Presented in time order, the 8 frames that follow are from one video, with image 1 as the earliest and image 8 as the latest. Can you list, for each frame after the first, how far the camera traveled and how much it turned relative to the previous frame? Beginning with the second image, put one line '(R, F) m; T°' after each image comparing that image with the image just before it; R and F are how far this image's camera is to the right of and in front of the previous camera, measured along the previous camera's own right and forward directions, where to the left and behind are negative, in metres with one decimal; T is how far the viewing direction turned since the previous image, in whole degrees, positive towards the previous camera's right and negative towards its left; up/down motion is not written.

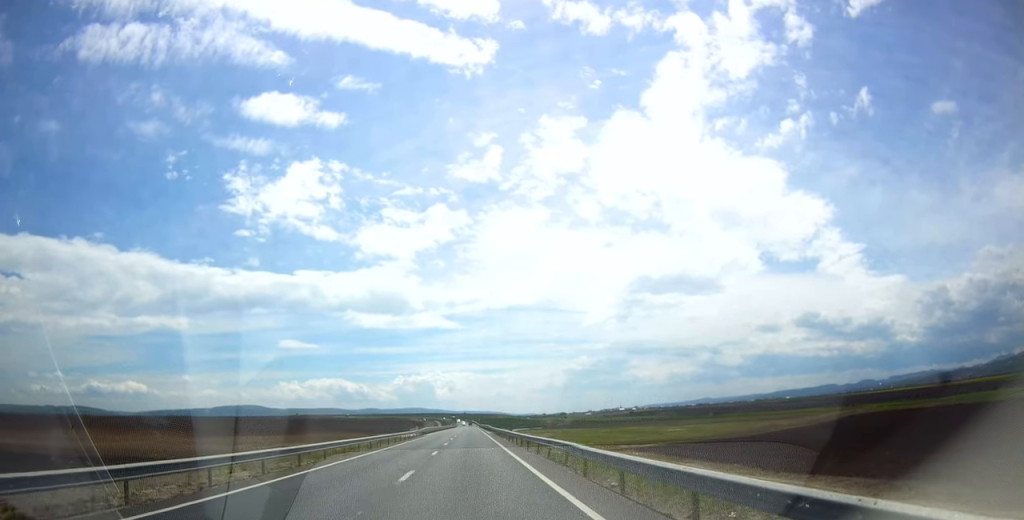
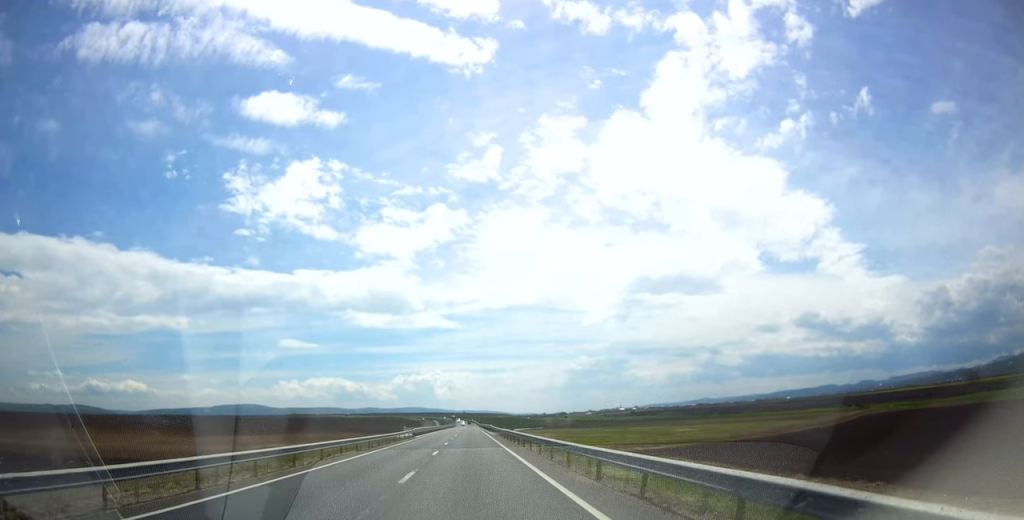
(0.0, +12.2) m; 0°
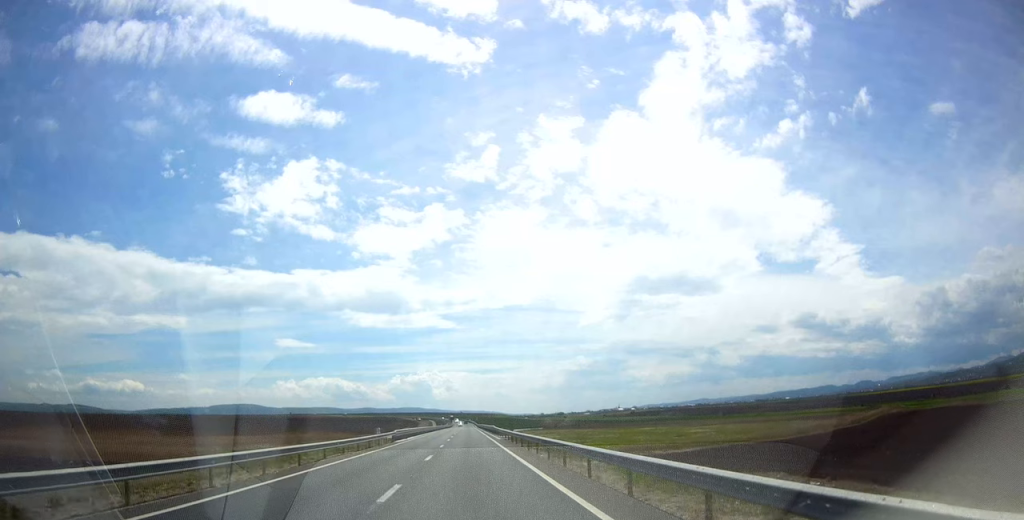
(-0.3, +15.6) m; 0°
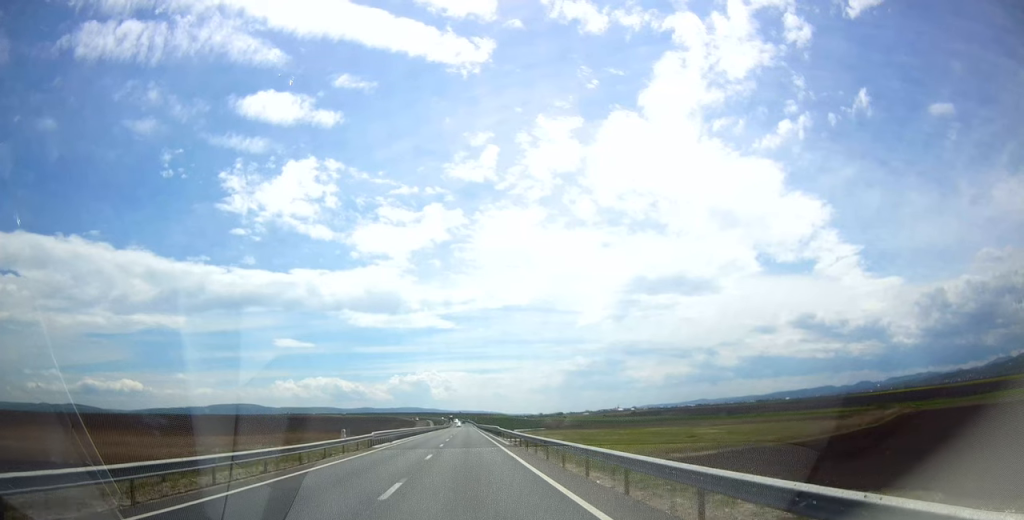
(0.0, +11.1) m; 0°
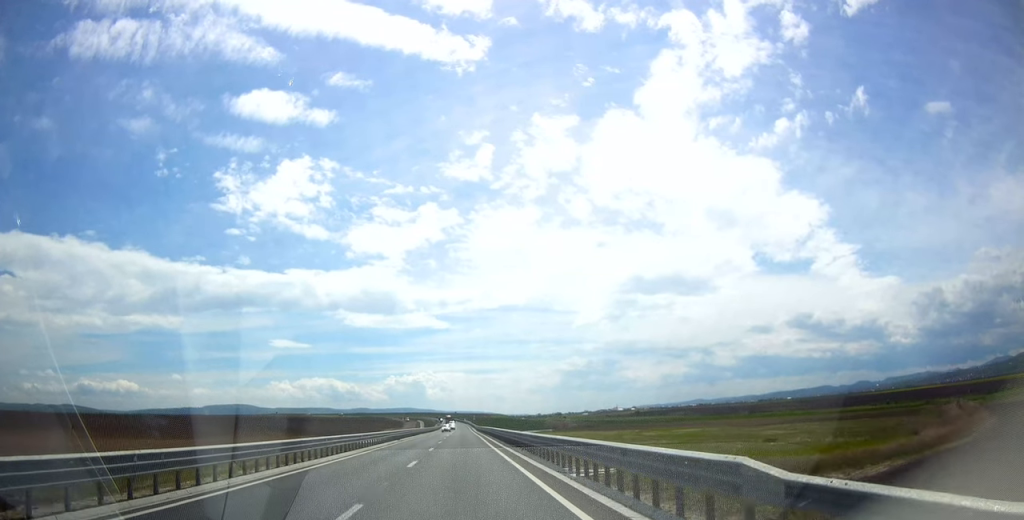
(+1.1, +51.4) m; +1°
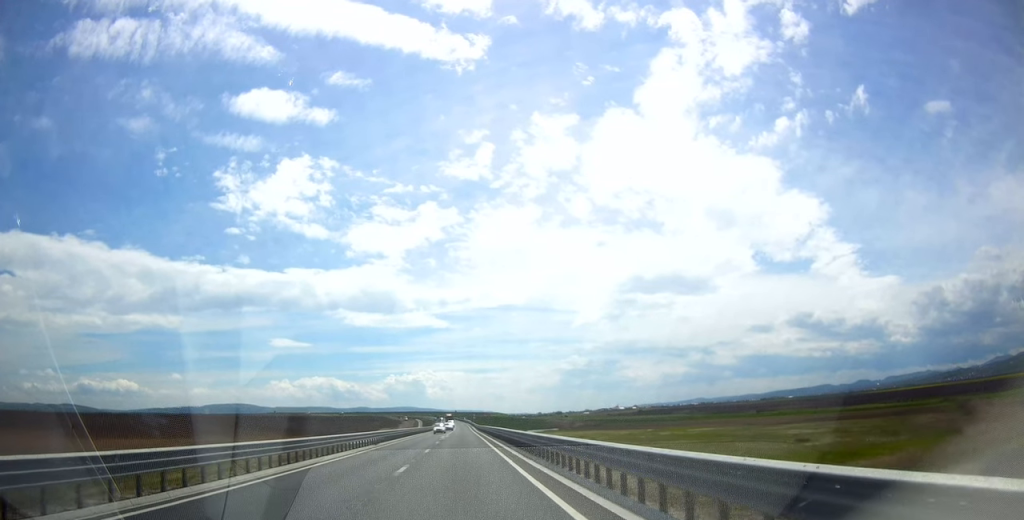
(-0.2, +14.5) m; -1°
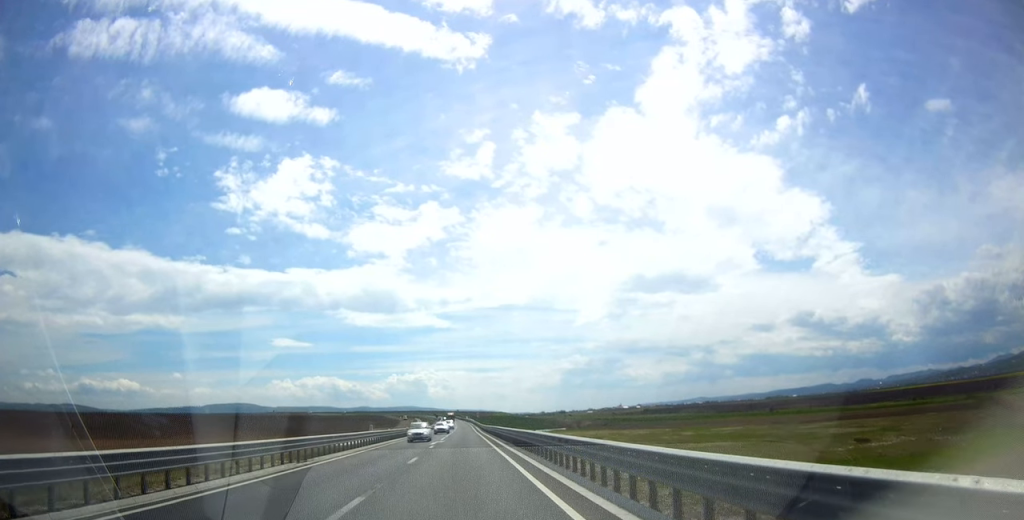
(-0.1, +20.1) m; -1°
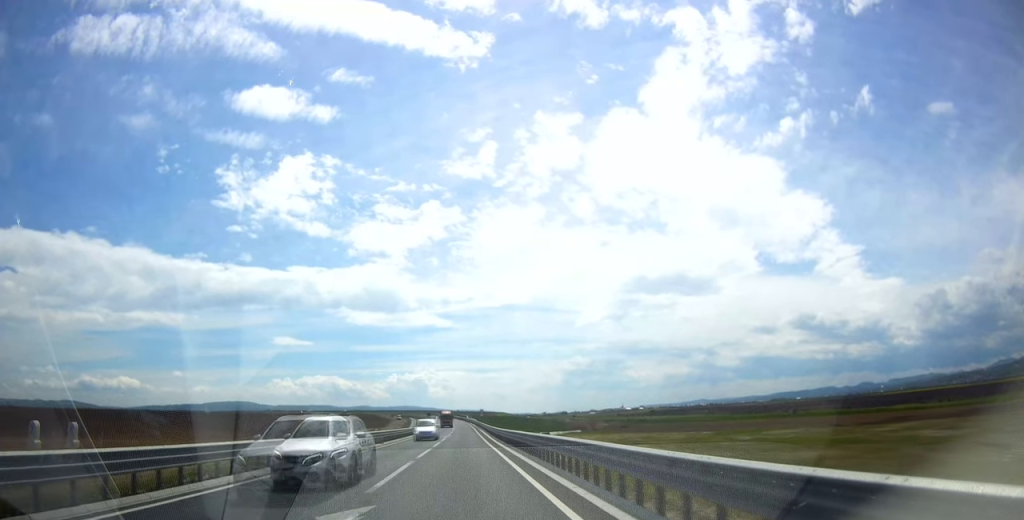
(-0.3, +34.5) m; 0°
